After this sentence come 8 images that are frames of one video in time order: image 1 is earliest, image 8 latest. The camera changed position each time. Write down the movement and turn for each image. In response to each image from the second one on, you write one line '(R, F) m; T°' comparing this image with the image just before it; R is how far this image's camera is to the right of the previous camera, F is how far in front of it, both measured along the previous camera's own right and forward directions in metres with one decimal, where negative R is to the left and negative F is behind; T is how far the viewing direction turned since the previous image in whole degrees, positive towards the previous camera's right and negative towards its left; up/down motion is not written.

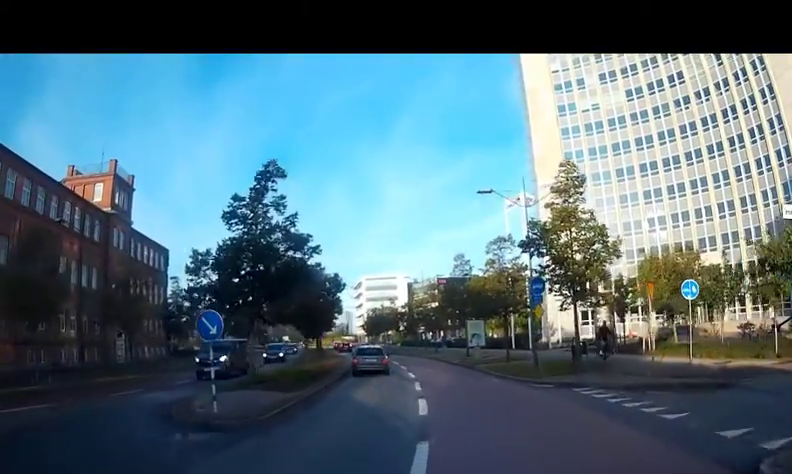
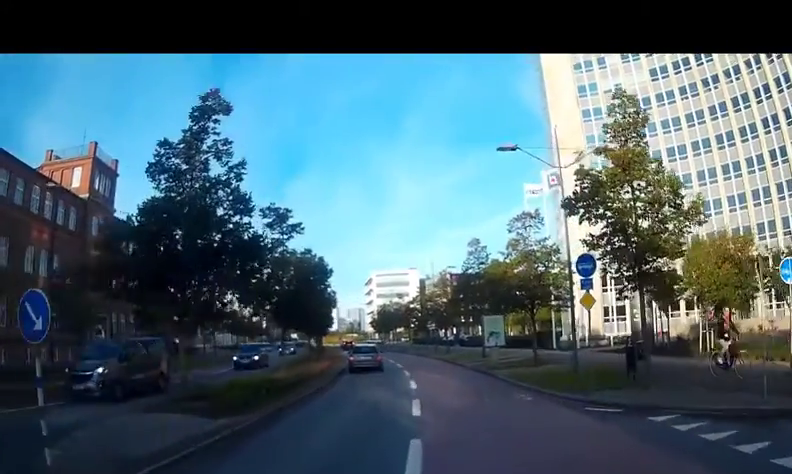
(+0.2, +5.5) m; -1°
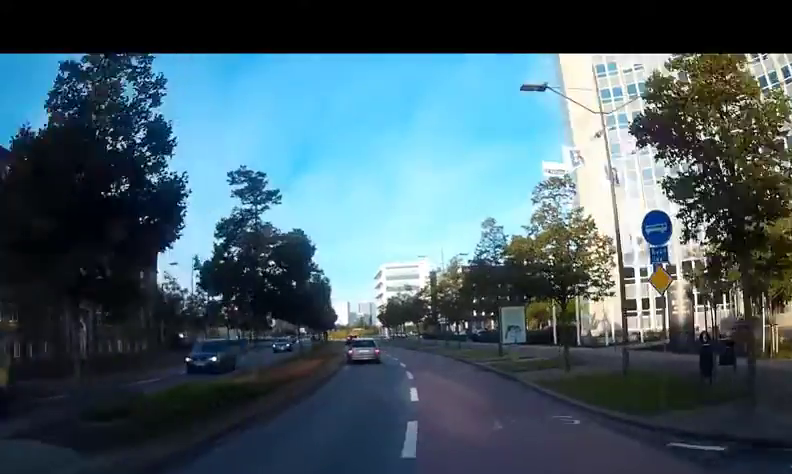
(-0.3, +4.6) m; -3°
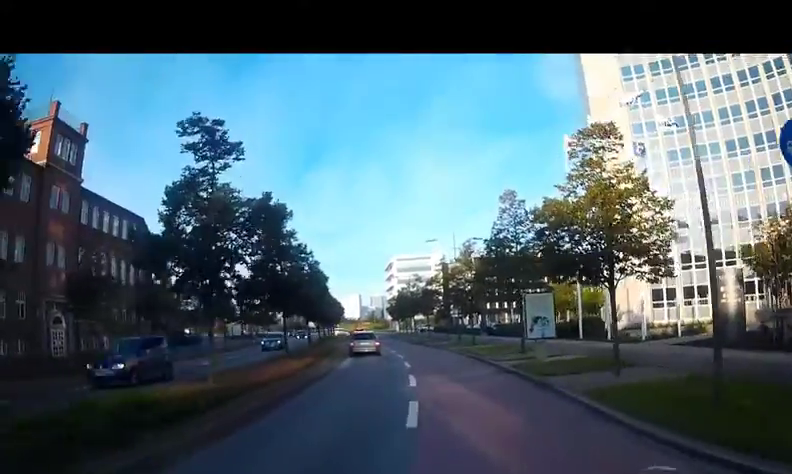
(-0.1, +4.6) m; -2°
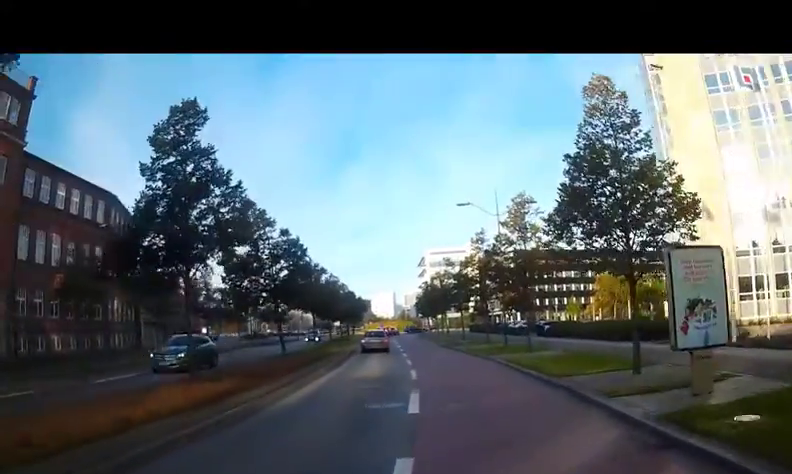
(-0.5, +12.0) m; -6°
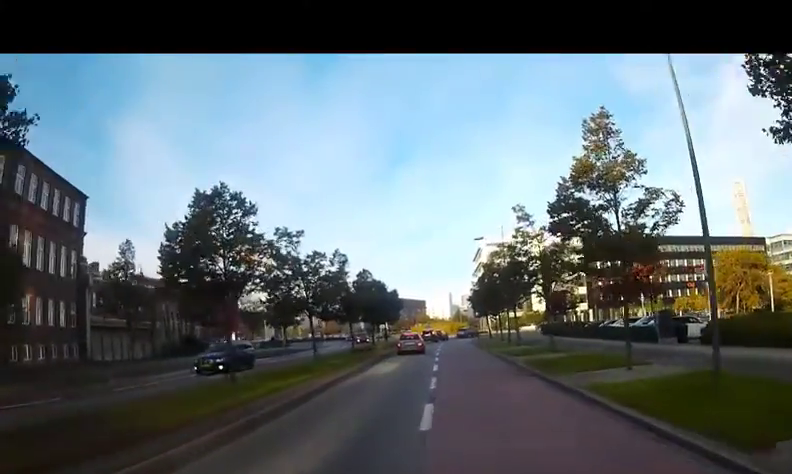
(-2.9, +19.8) m; -12°
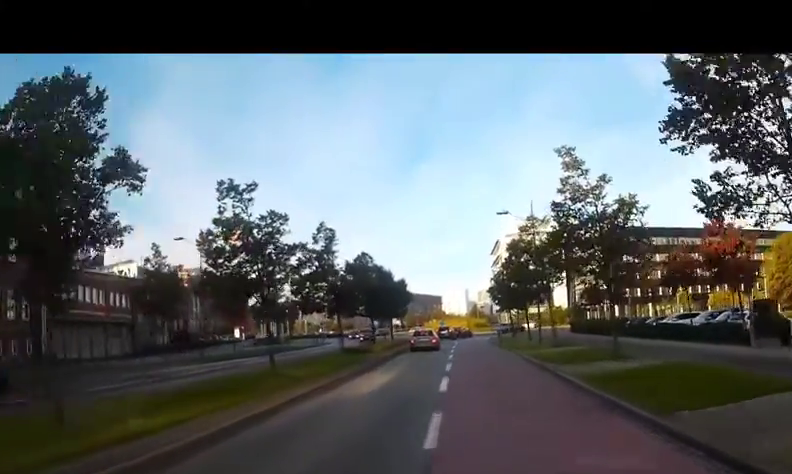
(-0.1, +8.3) m; +2°
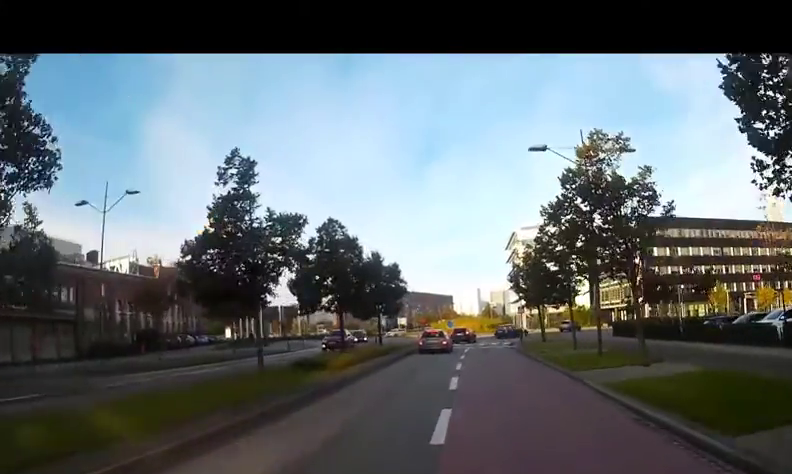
(+0.7, +13.0) m; +1°
